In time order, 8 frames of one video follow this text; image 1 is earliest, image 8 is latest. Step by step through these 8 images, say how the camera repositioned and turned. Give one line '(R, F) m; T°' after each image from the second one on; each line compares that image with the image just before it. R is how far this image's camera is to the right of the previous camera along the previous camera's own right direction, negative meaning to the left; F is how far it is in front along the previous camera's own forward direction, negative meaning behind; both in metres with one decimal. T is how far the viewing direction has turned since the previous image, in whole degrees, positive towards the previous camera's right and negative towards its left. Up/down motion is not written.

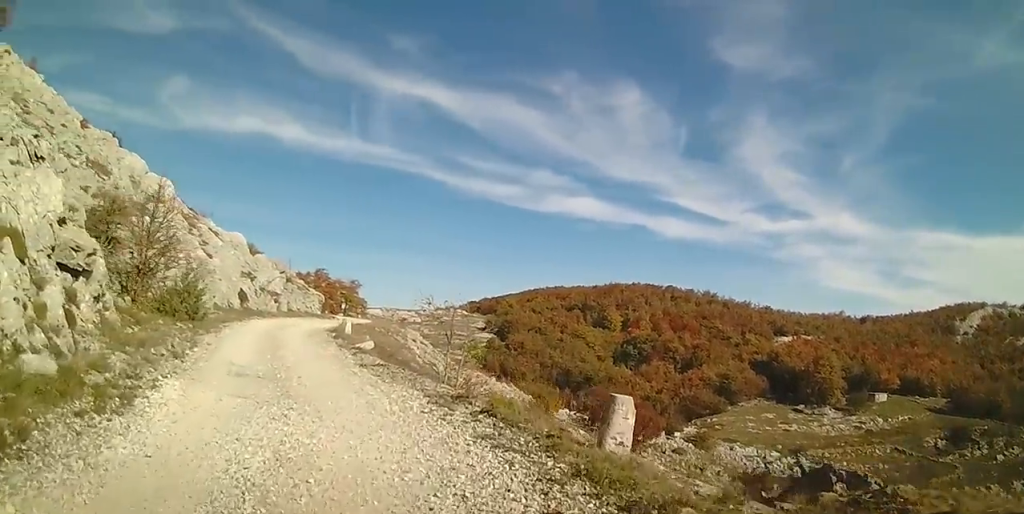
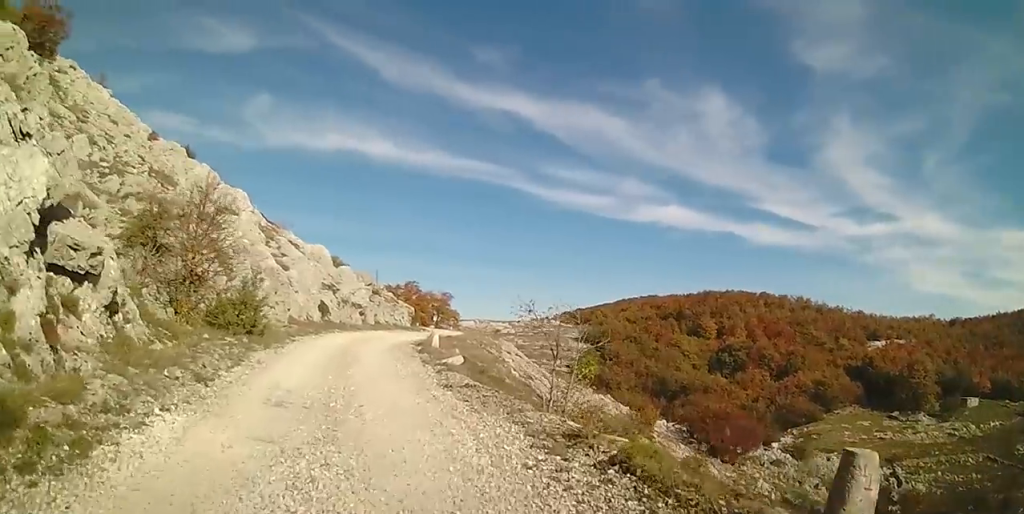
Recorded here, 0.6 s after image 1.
(-0.2, +2.5) m; -8°
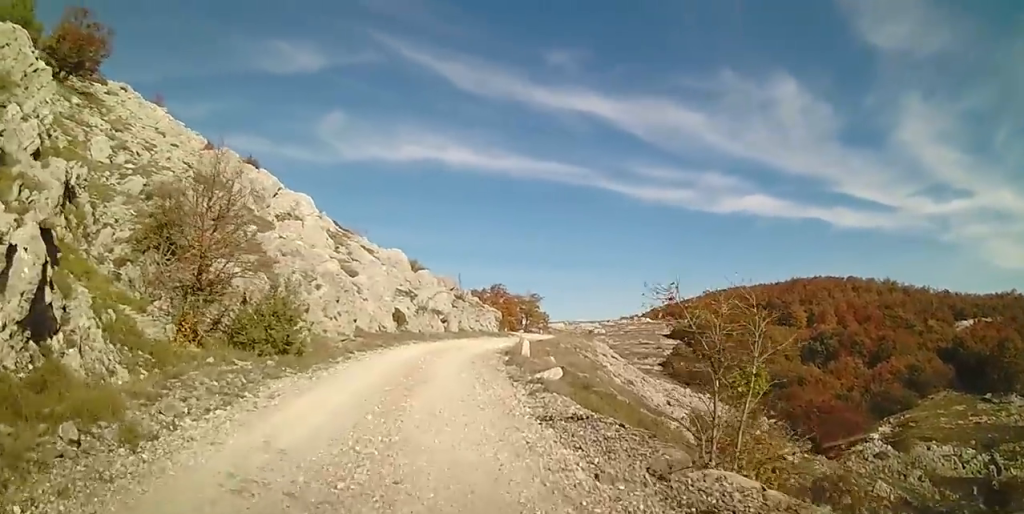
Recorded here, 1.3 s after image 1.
(-0.4, +3.7) m; -8°
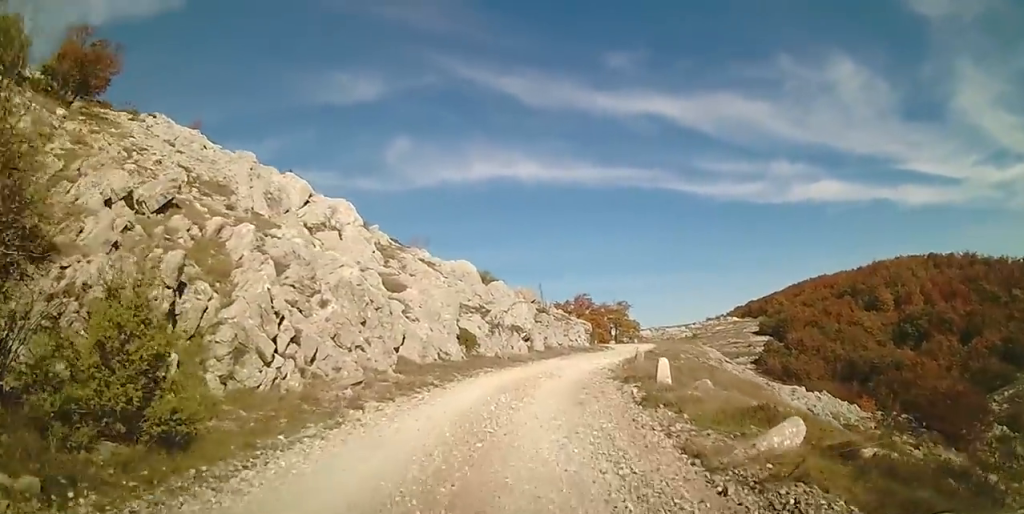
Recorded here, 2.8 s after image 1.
(-0.6, +8.1) m; -7°
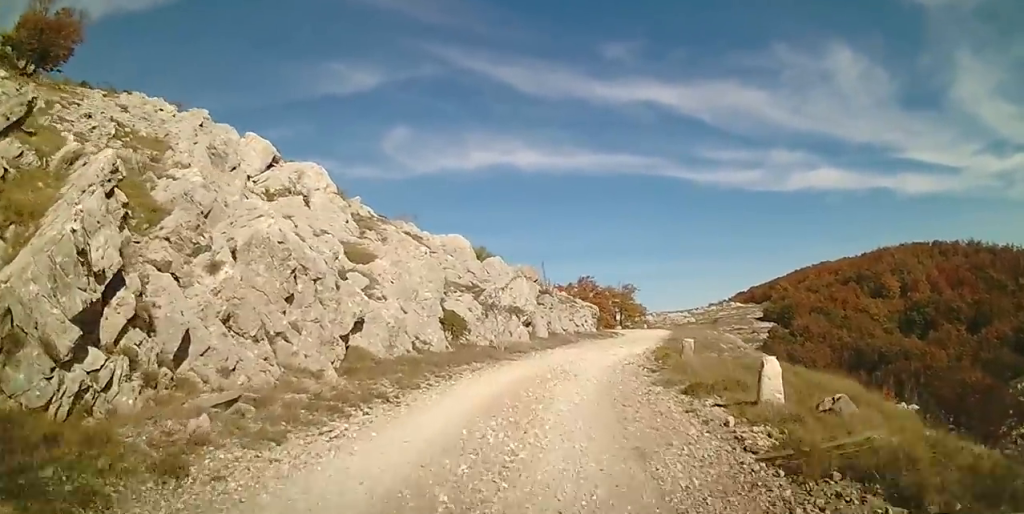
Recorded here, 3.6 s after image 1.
(-0.2, +5.1) m; 0°
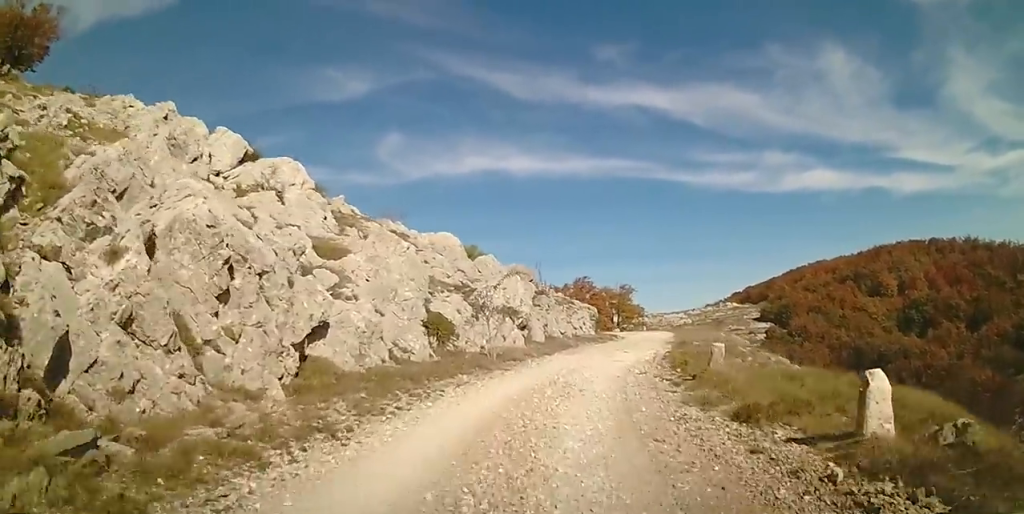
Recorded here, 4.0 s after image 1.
(0.0, +2.3) m; +1°
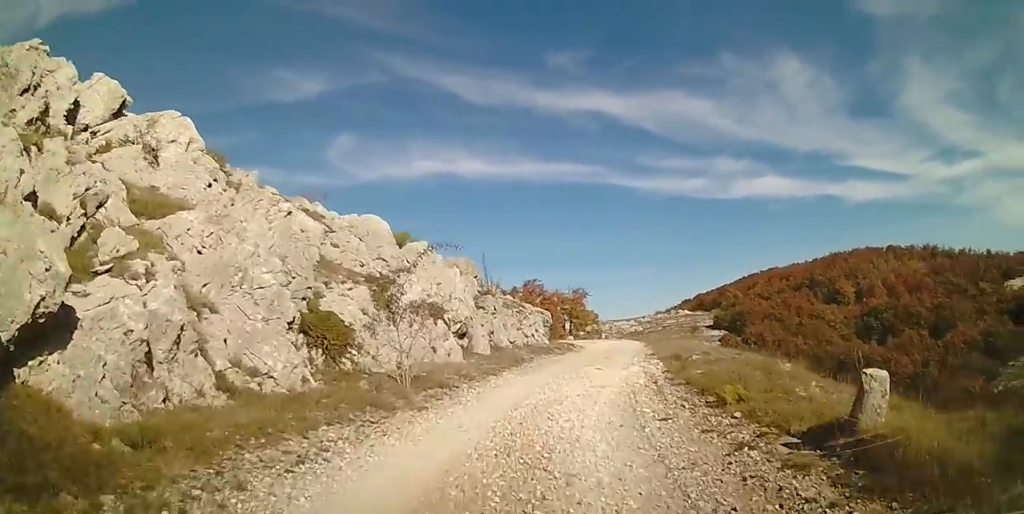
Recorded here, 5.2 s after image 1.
(+0.5, +6.5) m; +8°
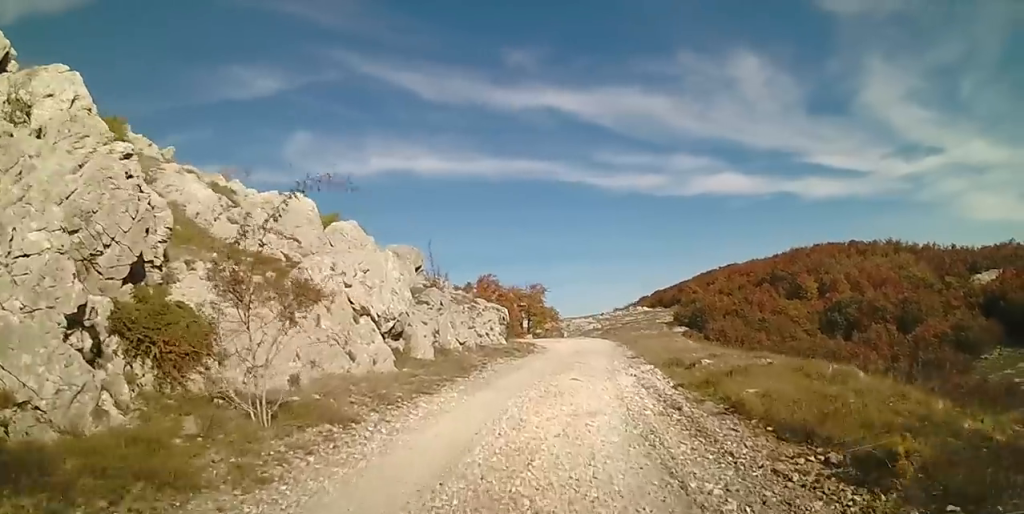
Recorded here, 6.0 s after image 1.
(+0.2, +4.5) m; +5°
